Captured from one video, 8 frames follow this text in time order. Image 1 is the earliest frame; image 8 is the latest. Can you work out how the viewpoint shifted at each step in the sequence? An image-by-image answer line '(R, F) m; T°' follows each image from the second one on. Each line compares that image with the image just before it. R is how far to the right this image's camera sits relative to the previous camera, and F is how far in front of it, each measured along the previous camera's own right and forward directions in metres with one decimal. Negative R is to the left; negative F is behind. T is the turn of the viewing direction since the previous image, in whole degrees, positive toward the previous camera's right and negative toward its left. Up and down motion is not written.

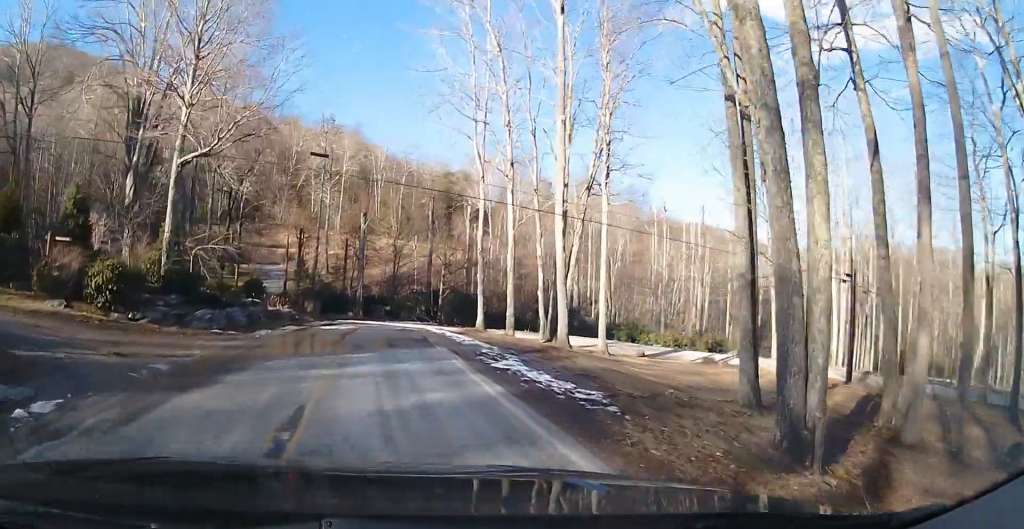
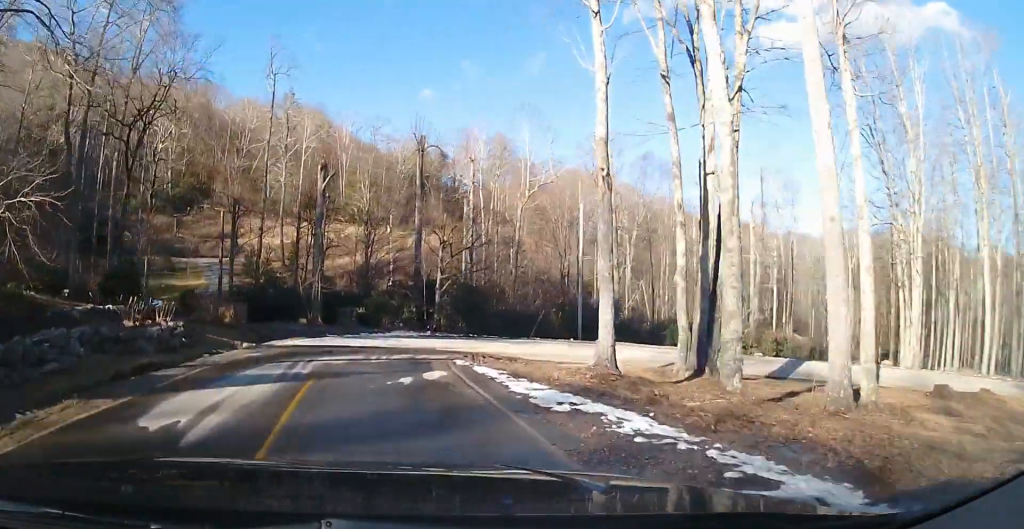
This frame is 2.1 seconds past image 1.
(+0.8, +19.5) m; +3°
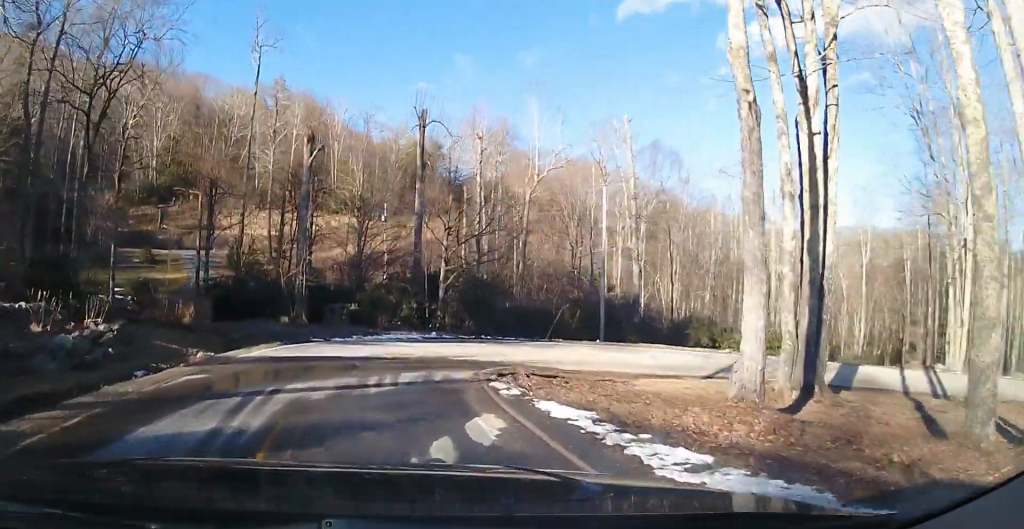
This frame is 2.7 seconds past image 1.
(-0.1, +5.6) m; +1°
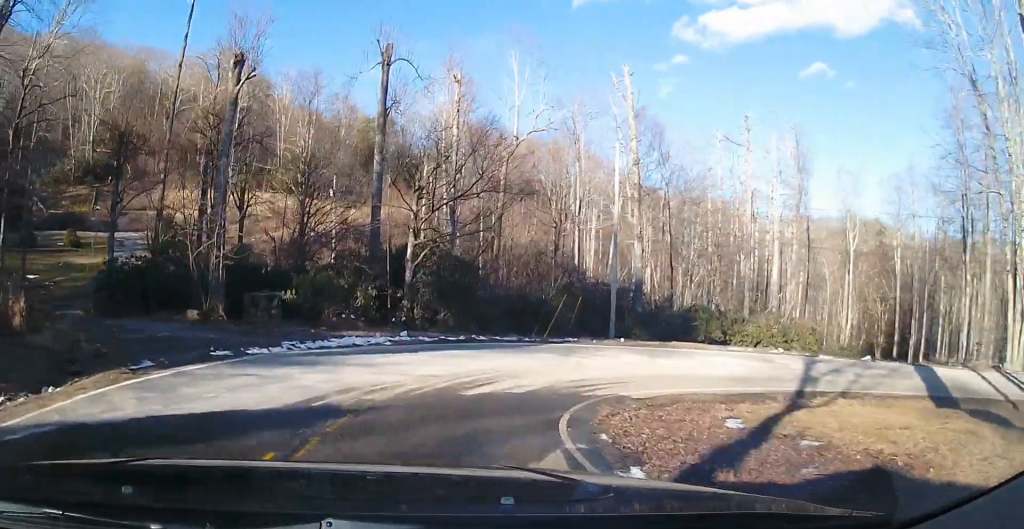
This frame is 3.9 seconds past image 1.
(+0.4, +9.7) m; 0°
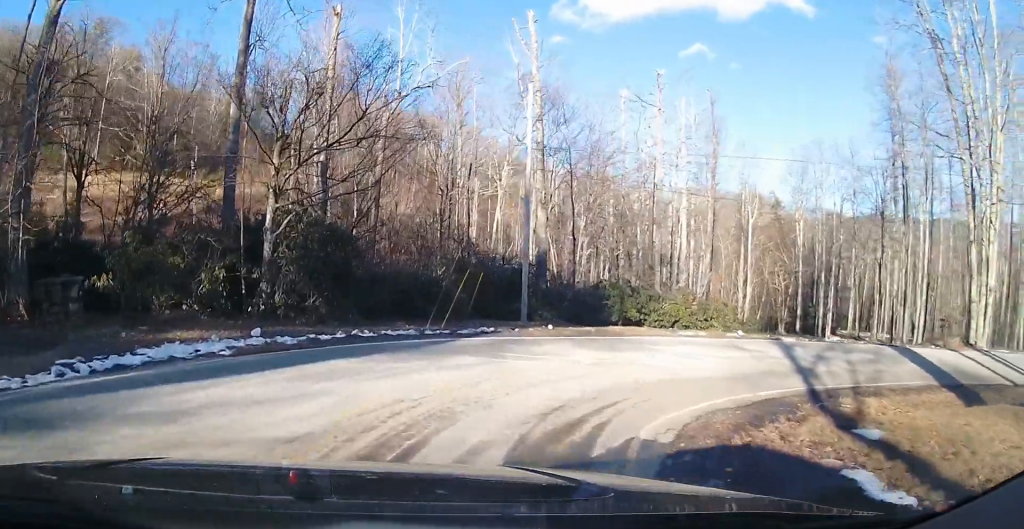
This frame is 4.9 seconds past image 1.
(-0.3, +7.5) m; +2°
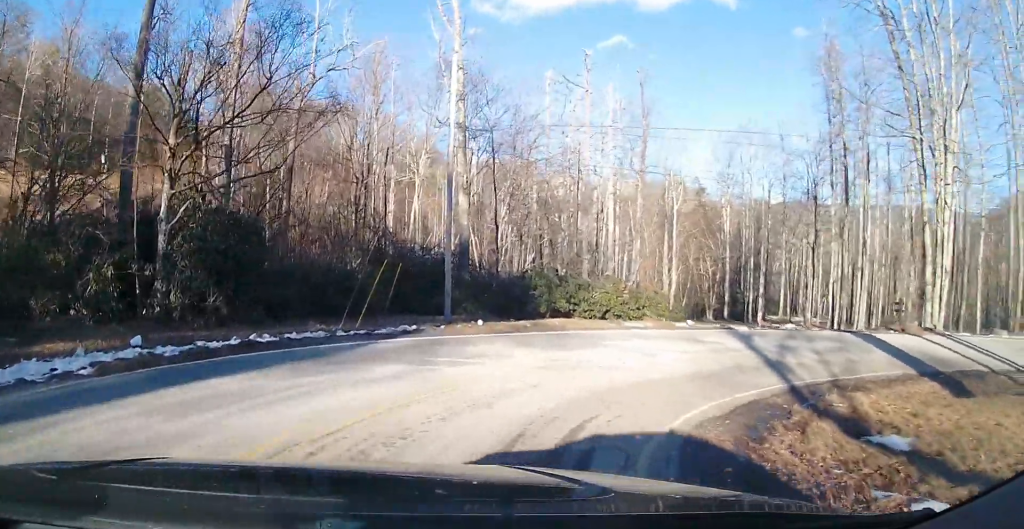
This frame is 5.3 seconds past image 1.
(+0.1, +2.8) m; +7°
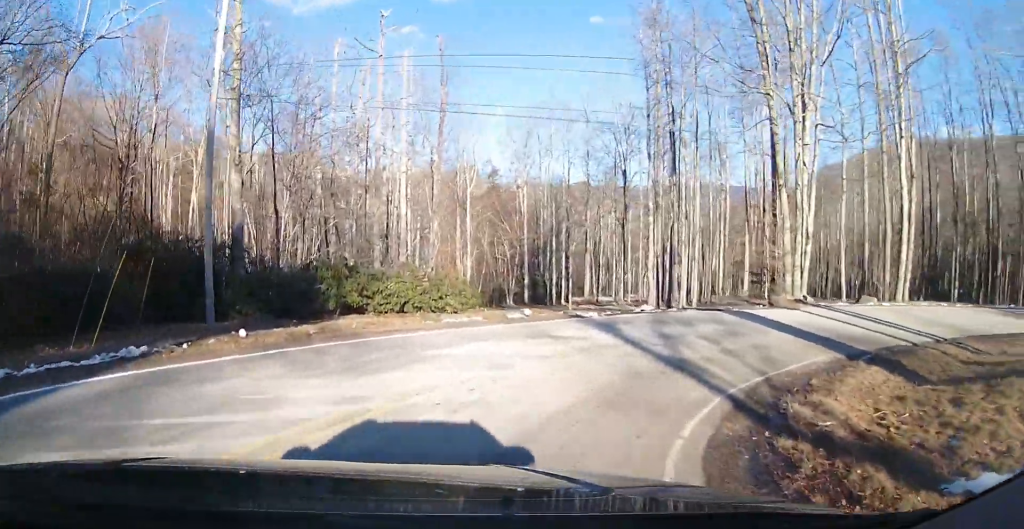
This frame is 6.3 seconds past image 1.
(+0.9, +5.6) m; +26°
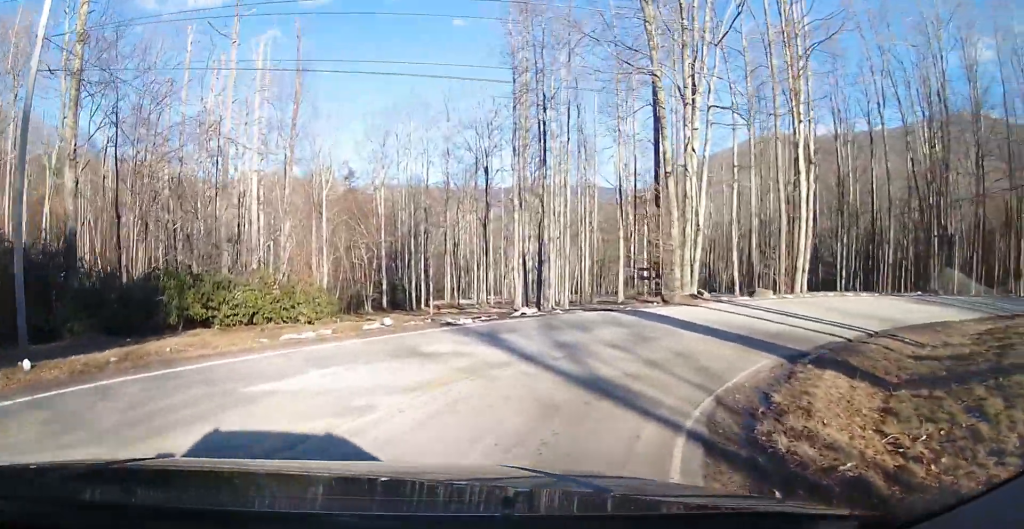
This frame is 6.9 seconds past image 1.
(+0.2, +2.9) m; +18°
